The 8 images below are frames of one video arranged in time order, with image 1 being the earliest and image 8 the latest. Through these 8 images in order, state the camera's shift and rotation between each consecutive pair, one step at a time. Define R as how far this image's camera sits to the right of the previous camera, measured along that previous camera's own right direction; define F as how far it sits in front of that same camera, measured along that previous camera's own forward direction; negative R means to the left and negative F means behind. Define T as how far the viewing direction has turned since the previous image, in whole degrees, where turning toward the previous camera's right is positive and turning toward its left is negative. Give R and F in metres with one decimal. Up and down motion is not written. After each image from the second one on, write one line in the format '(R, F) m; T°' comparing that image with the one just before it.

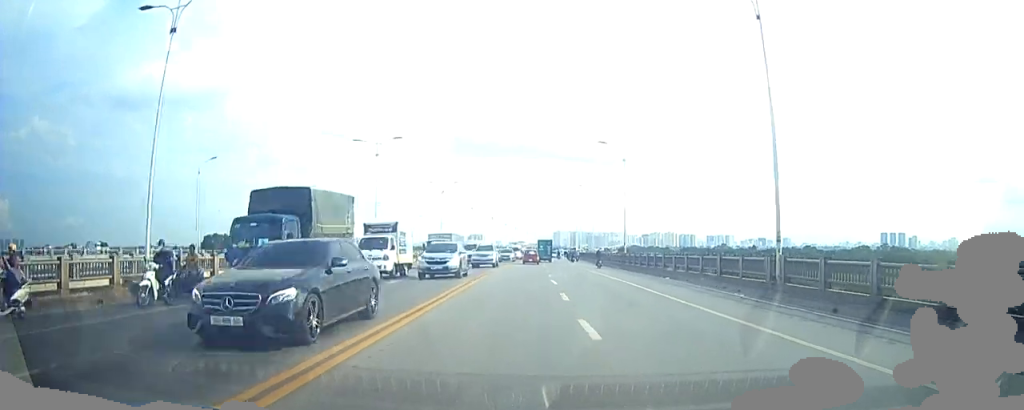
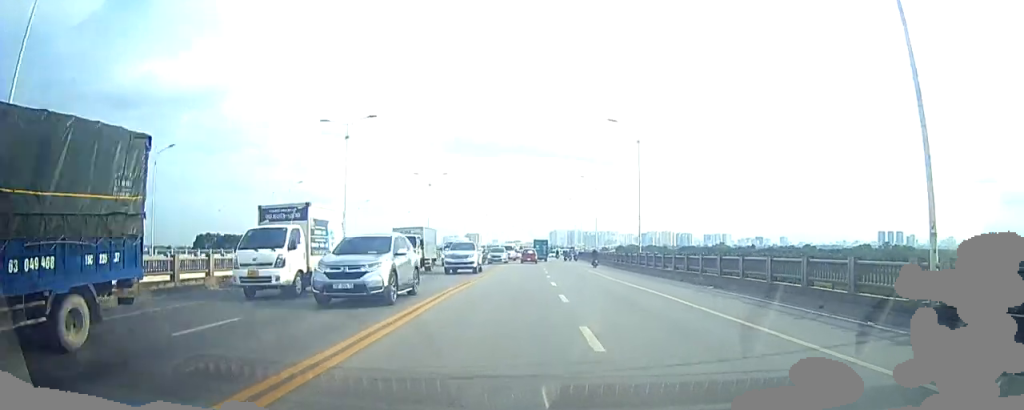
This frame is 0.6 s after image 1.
(+0.1, +6.5) m; +1°
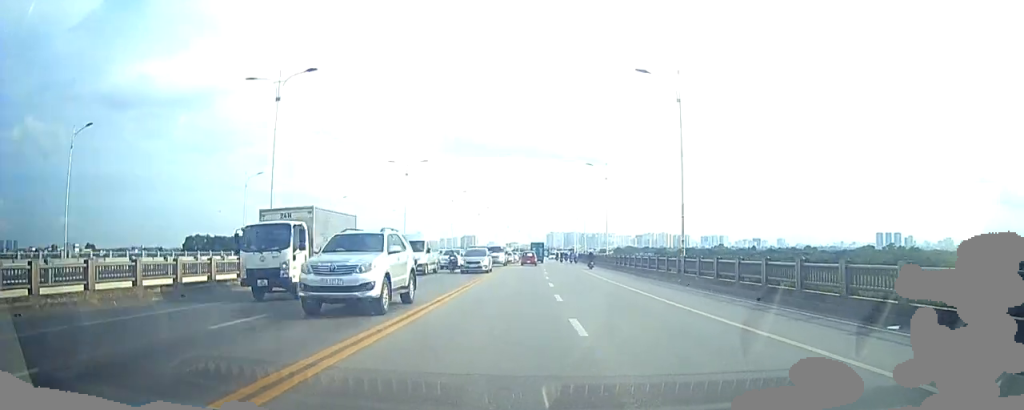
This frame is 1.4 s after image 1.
(+0.1, +9.9) m; +1°
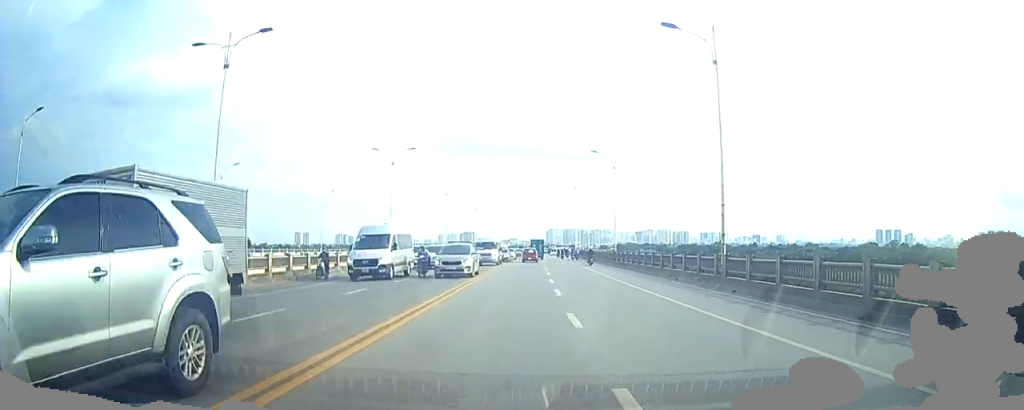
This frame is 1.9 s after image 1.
(0.0, +4.9) m; 0°
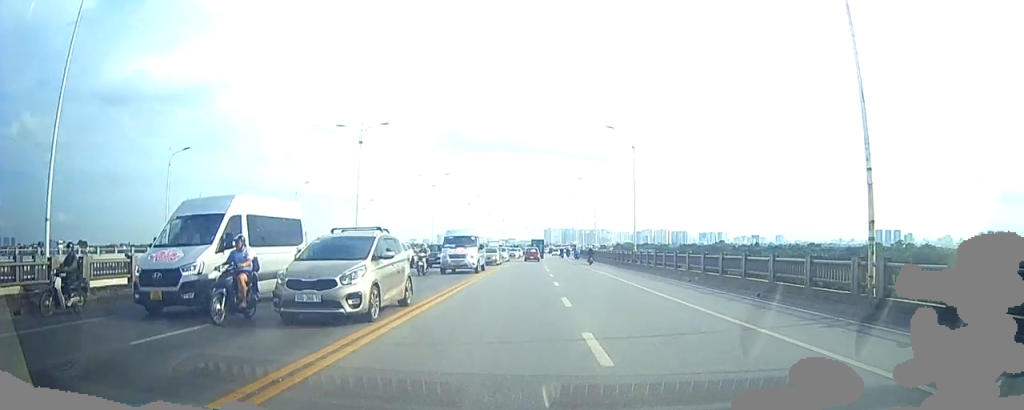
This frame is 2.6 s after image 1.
(0.0, +8.2) m; 0°
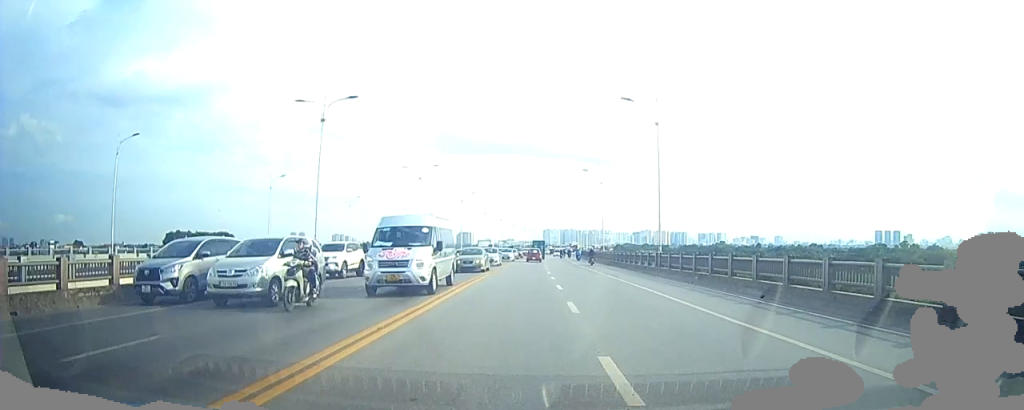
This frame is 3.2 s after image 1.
(0.0, +7.3) m; 0°
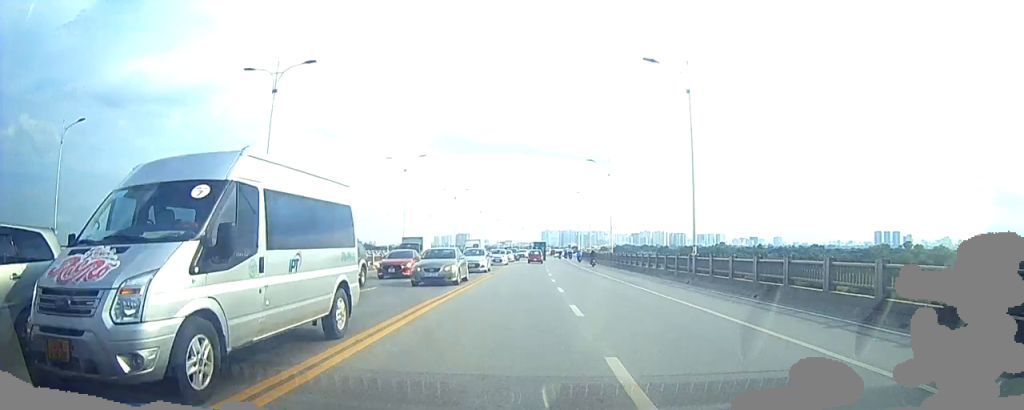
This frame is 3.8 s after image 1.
(0.0, +6.3) m; 0°
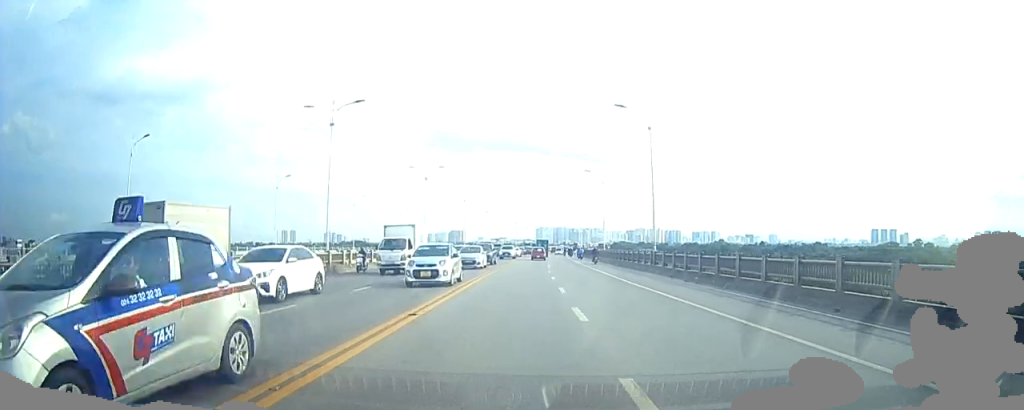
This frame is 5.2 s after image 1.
(0.0, +19.7) m; 0°
